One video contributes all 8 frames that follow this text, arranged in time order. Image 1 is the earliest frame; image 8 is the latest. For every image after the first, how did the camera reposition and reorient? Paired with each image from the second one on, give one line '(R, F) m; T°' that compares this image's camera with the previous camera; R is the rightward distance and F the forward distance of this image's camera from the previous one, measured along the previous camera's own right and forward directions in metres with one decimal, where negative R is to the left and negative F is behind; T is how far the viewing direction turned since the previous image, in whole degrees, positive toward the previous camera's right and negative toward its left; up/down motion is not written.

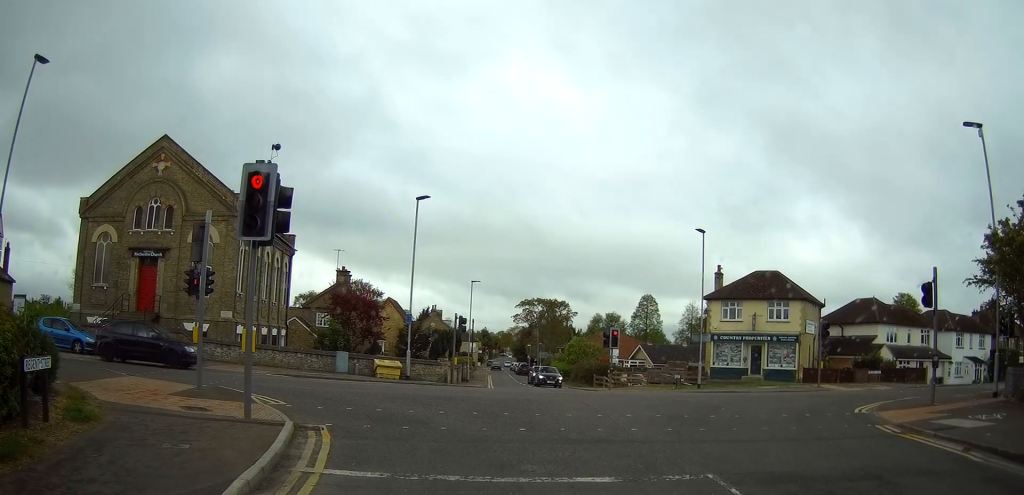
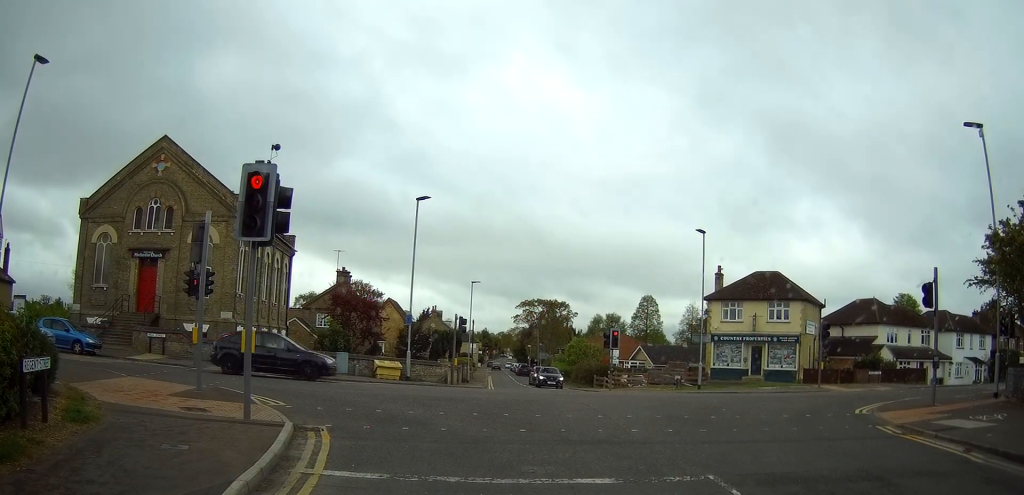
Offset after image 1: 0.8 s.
(0.0, 0.0) m; 0°
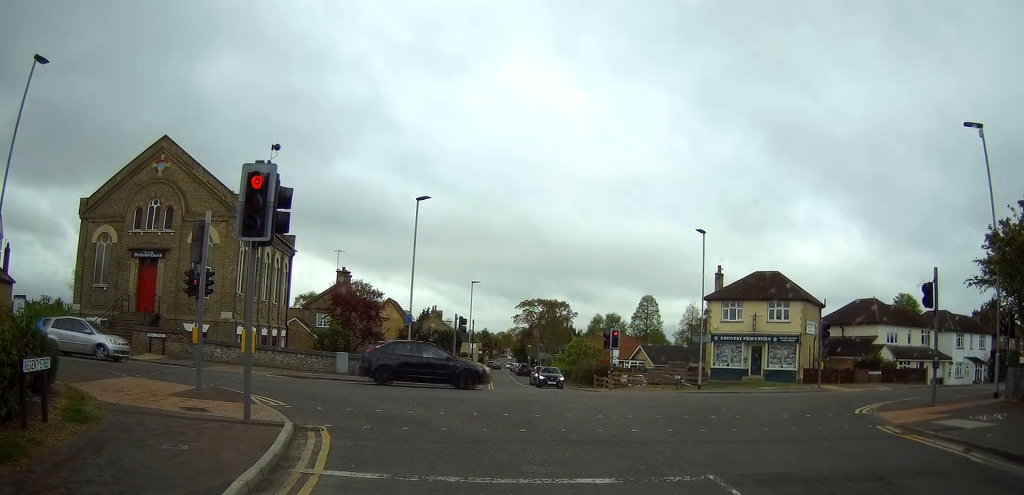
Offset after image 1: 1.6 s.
(0.0, 0.0) m; 0°
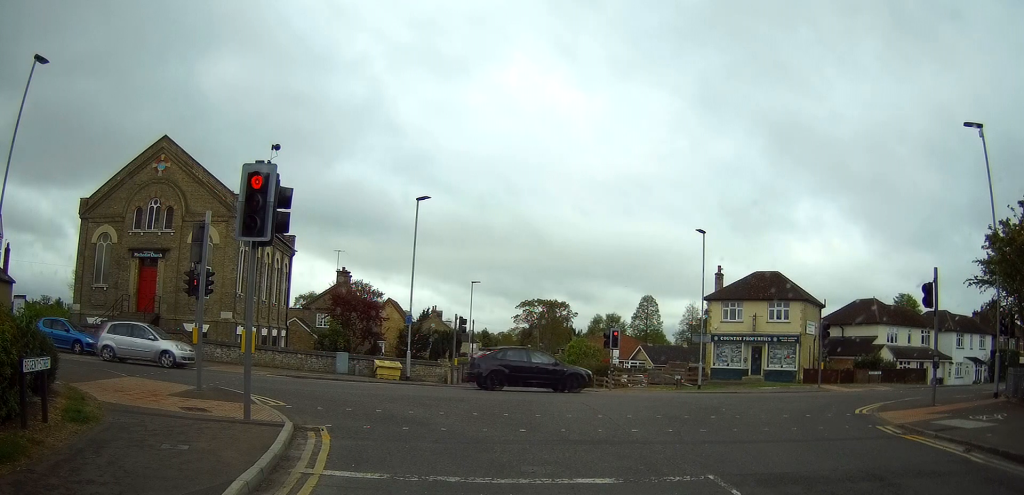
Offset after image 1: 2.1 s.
(0.0, 0.0) m; 0°
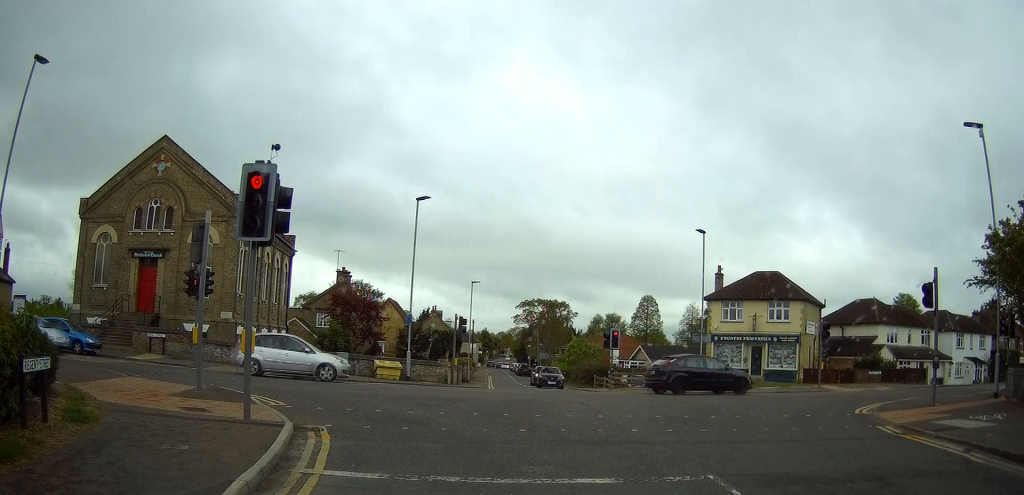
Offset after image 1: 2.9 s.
(0.0, 0.0) m; 0°
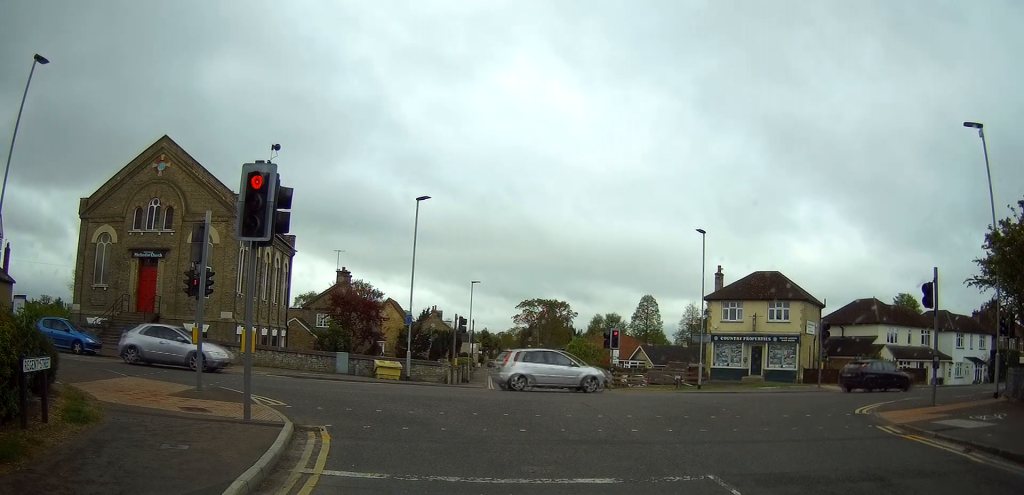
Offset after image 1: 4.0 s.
(0.0, 0.0) m; 0°
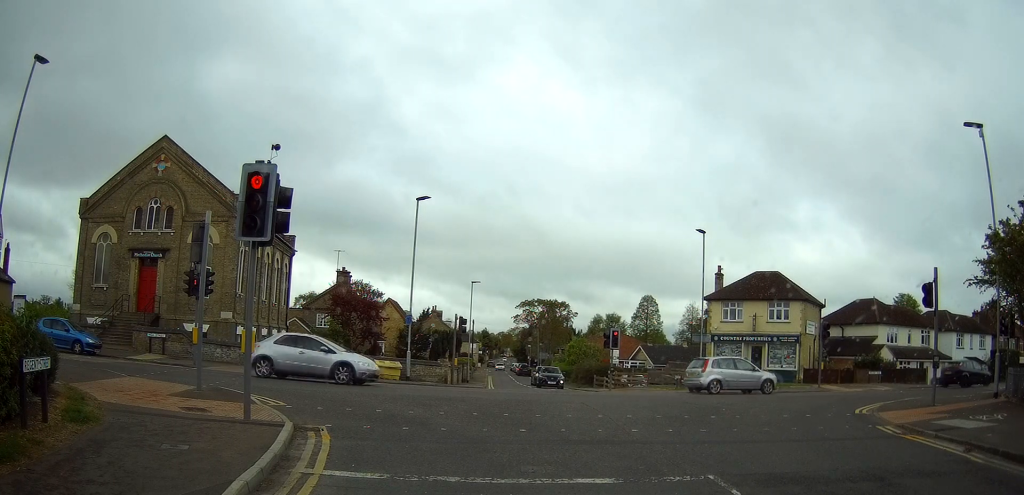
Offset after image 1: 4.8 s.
(0.0, 0.0) m; 0°
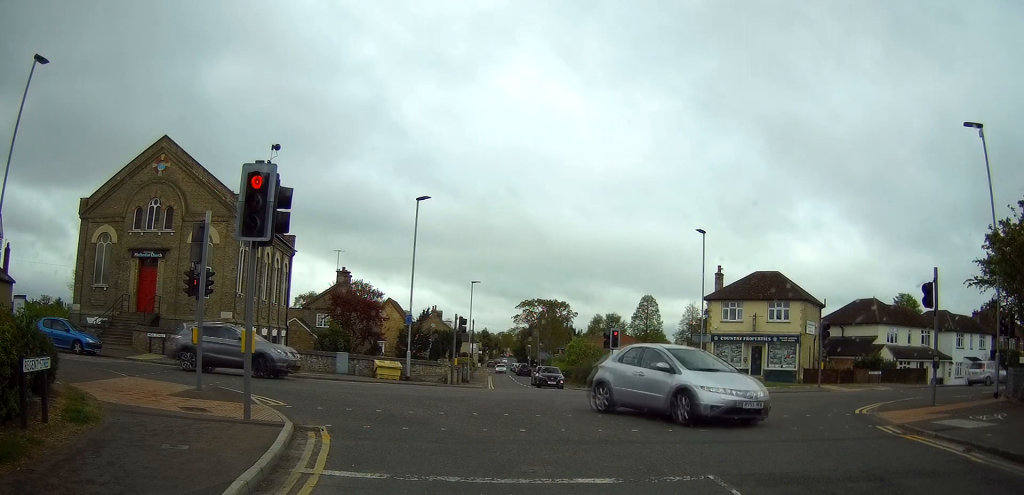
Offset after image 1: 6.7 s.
(0.0, 0.0) m; 0°
